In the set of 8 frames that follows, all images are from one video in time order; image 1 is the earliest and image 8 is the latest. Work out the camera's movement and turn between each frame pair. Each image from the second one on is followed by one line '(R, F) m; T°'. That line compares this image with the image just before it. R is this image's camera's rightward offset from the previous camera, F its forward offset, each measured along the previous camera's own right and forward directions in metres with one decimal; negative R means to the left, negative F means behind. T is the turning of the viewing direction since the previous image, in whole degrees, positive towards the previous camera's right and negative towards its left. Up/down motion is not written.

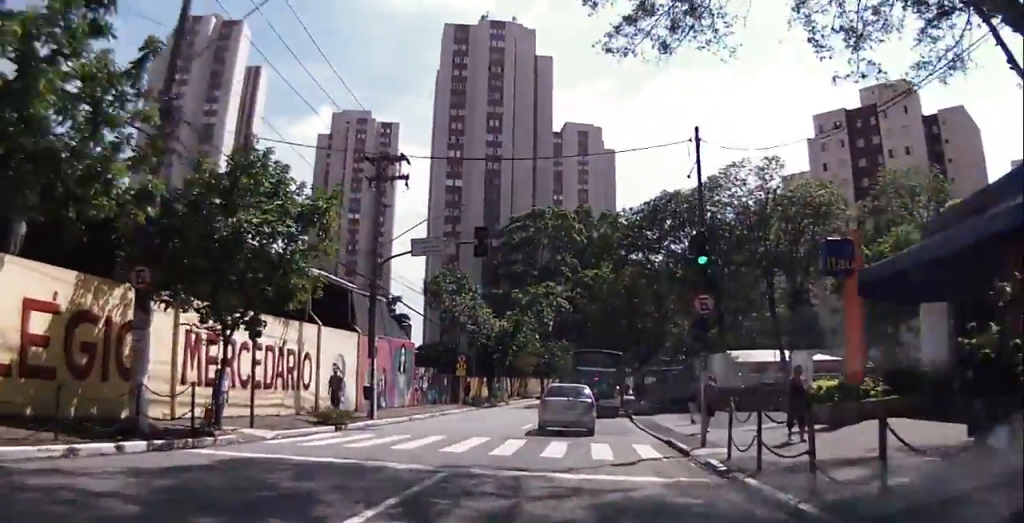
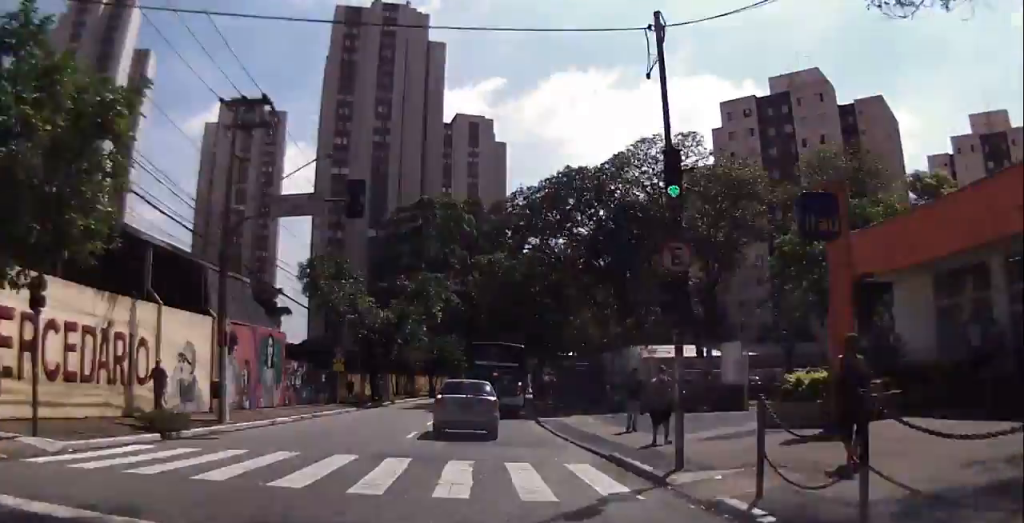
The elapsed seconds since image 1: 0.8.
(0.0, +5.0) m; +6°
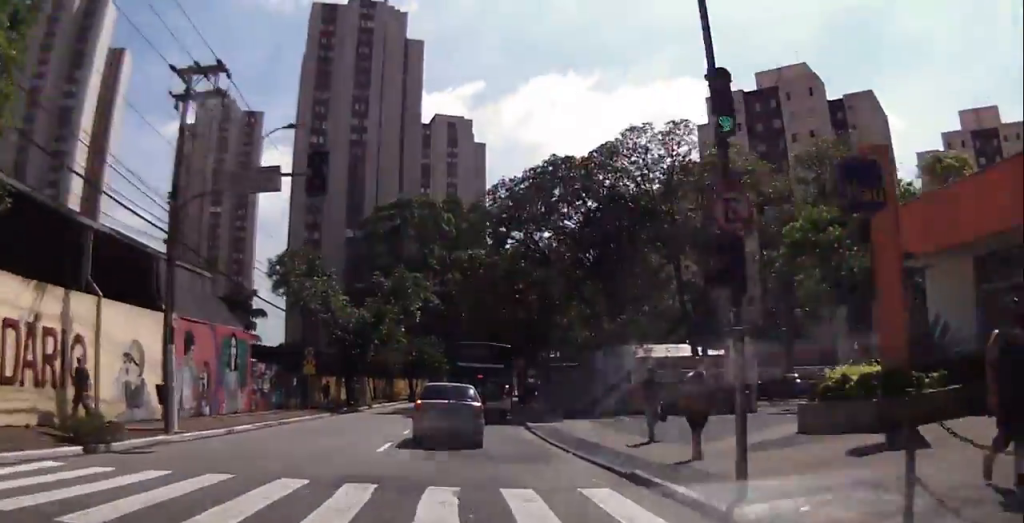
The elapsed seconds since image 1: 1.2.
(+0.3, +2.7) m; +2°
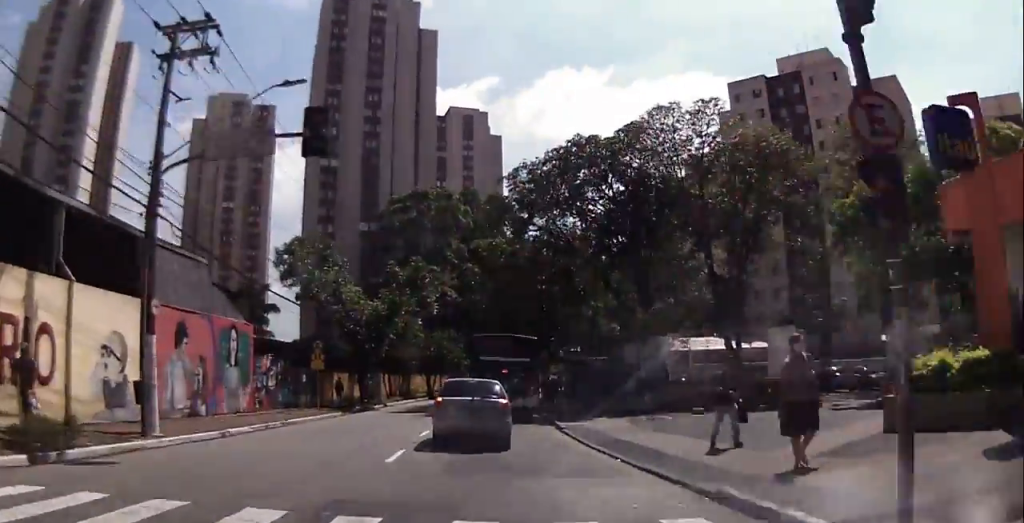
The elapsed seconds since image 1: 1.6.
(+0.2, +2.5) m; +2°
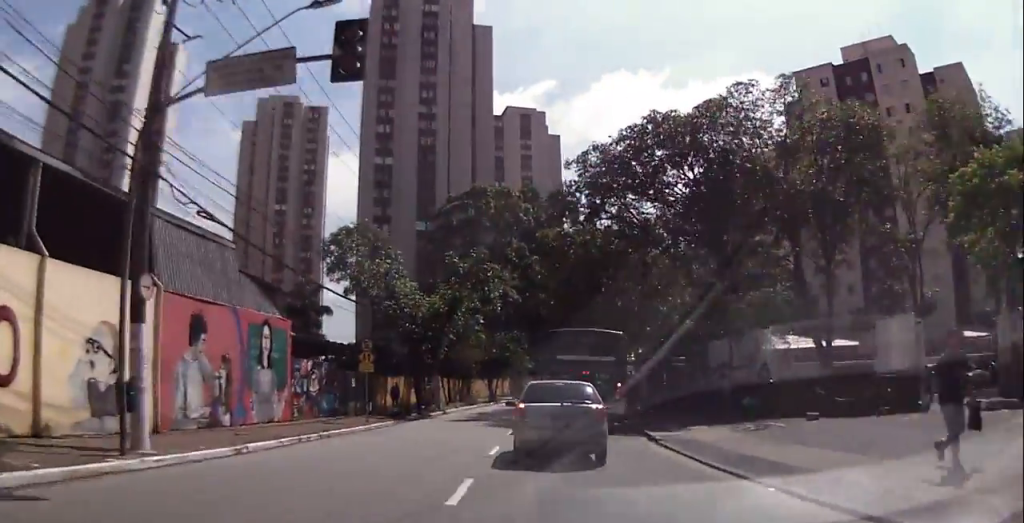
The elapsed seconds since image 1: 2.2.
(0.0, +3.6) m; -1°
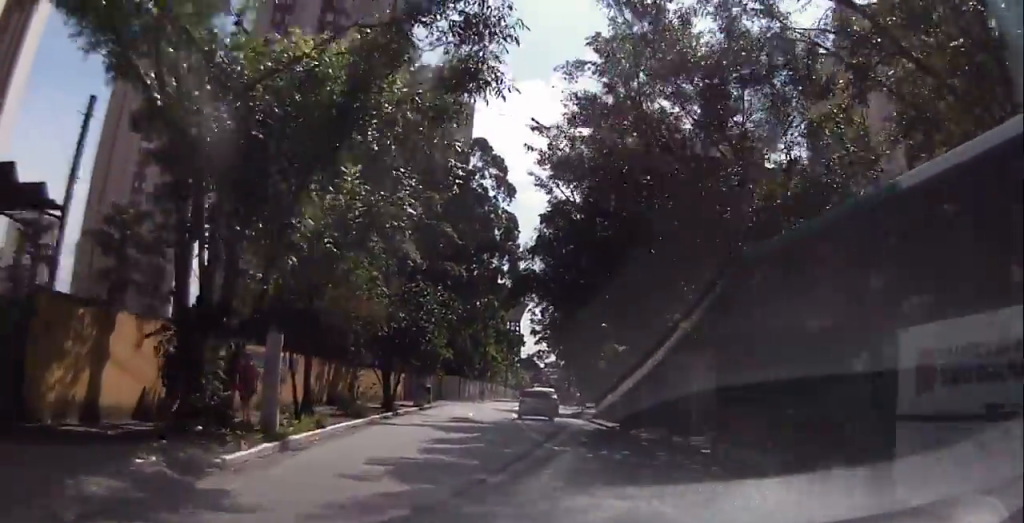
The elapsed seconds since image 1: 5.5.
(+0.7, +22.9) m; +9°
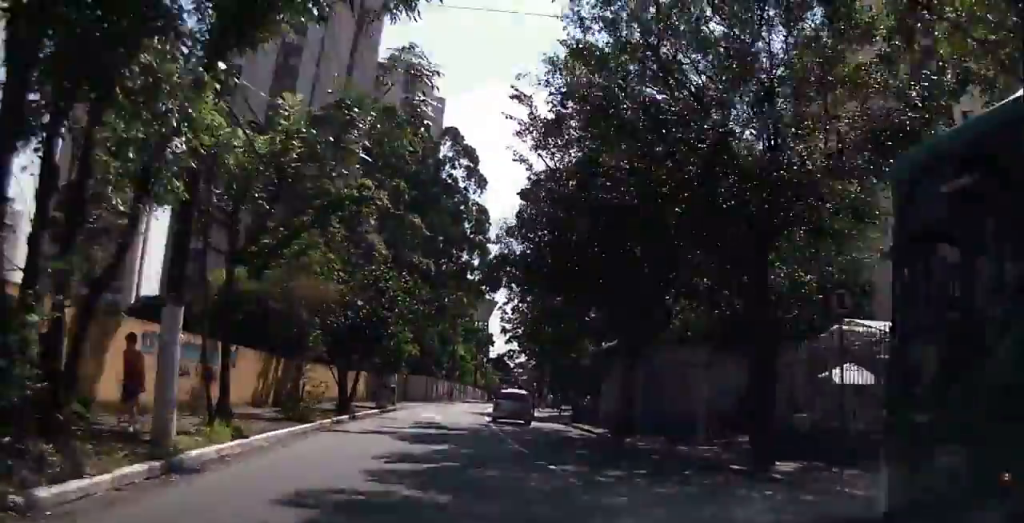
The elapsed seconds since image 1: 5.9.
(+0.1, +3.7) m; +2°
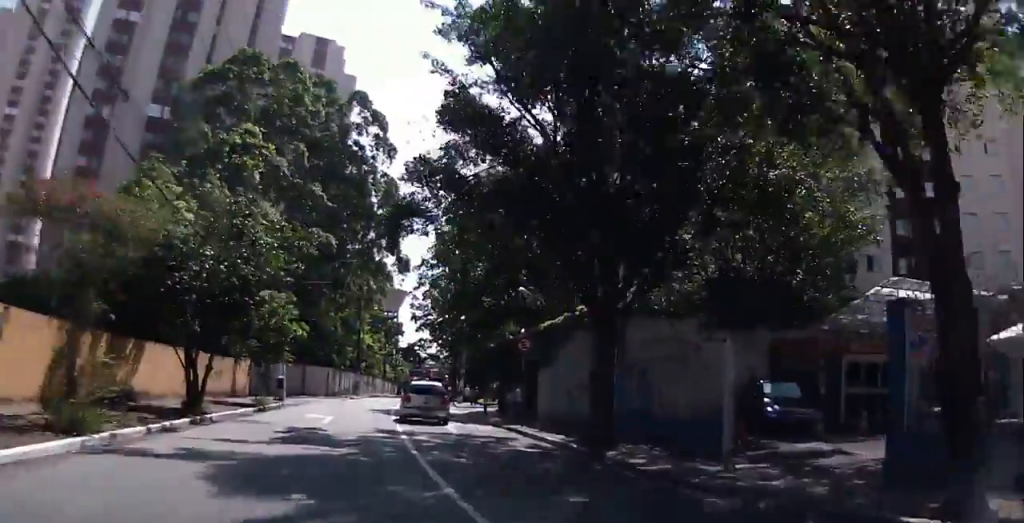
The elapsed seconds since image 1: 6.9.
(0.0, +8.0) m; +6°
